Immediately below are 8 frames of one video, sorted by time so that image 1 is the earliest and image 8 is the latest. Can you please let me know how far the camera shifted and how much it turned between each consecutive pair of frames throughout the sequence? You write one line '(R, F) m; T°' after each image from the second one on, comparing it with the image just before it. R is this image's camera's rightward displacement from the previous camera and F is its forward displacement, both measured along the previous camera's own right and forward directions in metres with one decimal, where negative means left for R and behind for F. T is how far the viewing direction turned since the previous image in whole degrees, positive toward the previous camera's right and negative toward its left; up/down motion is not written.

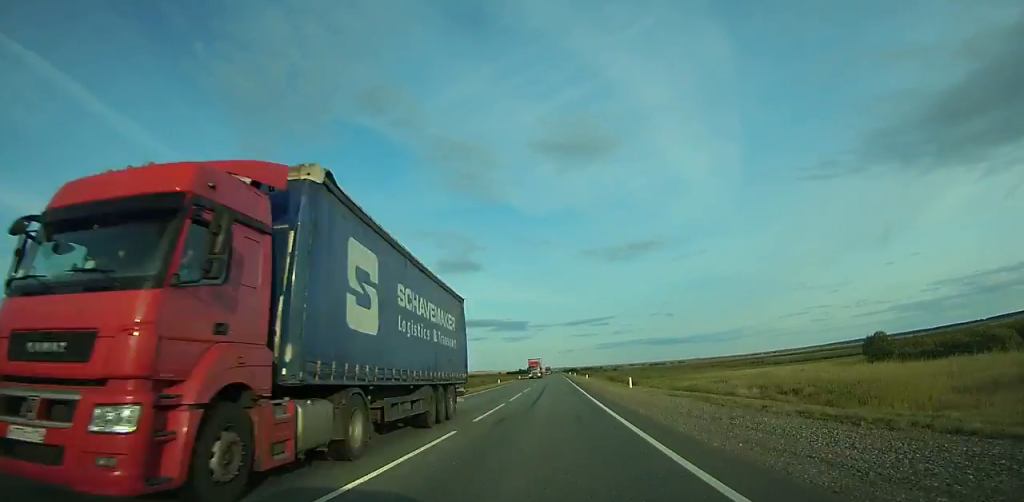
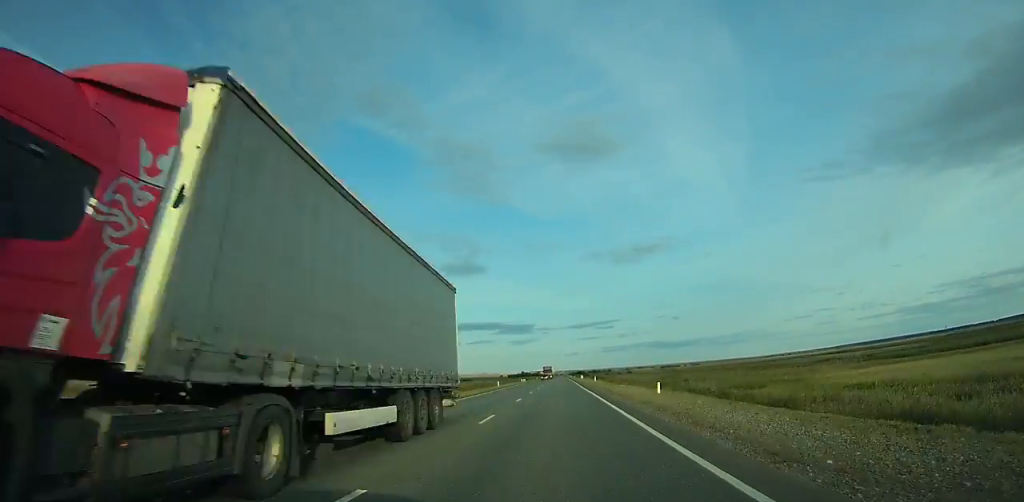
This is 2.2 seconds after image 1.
(0.0, +66.6) m; 0°
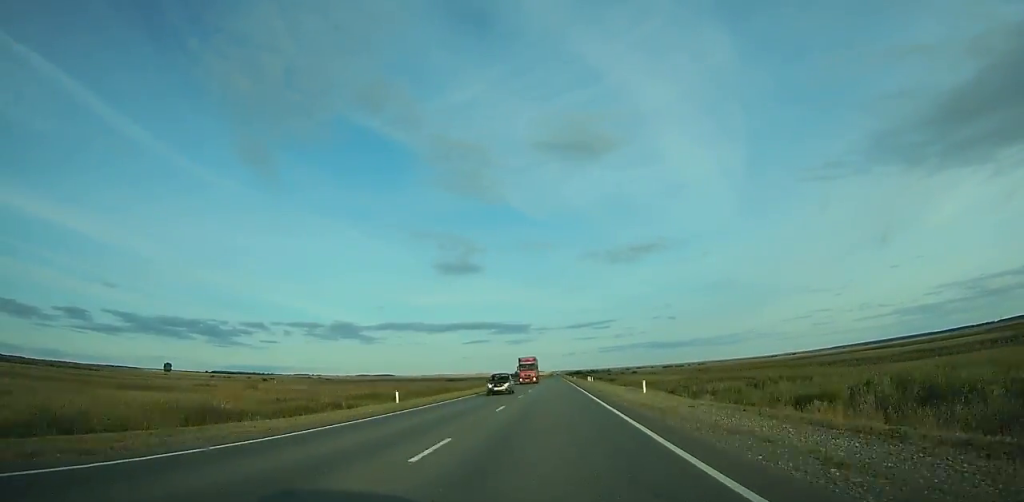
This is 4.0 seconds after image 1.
(0.0, +54.6) m; 0°
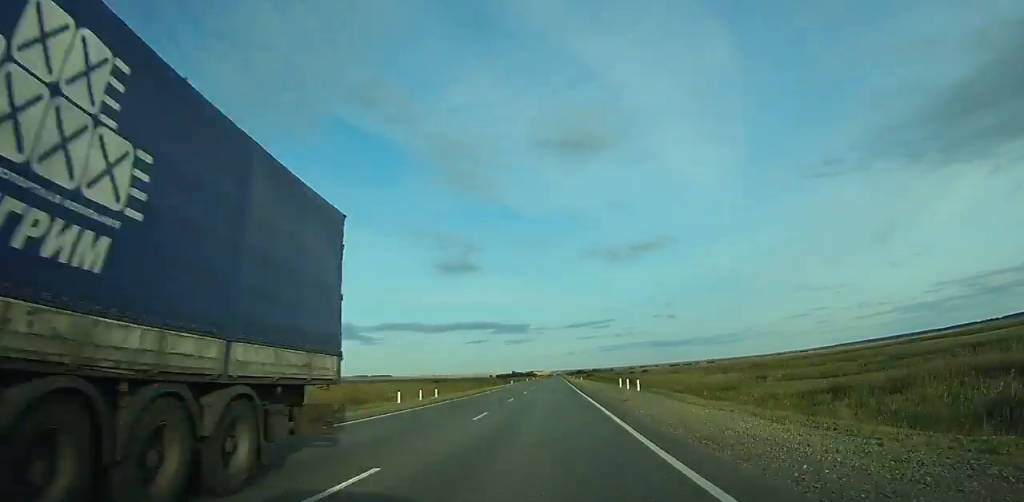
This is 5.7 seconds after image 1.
(-0.1, +51.6) m; 0°
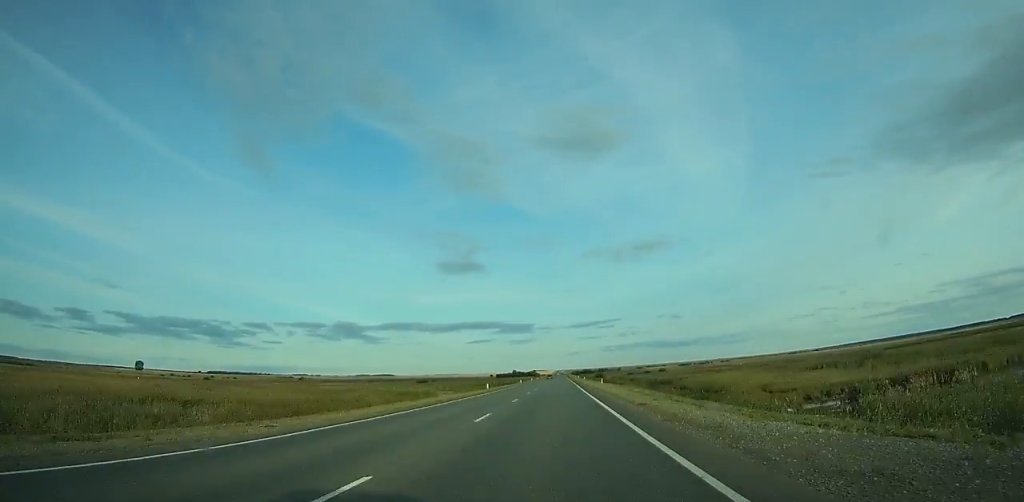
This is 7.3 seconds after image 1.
(0.0, +48.6) m; 0°
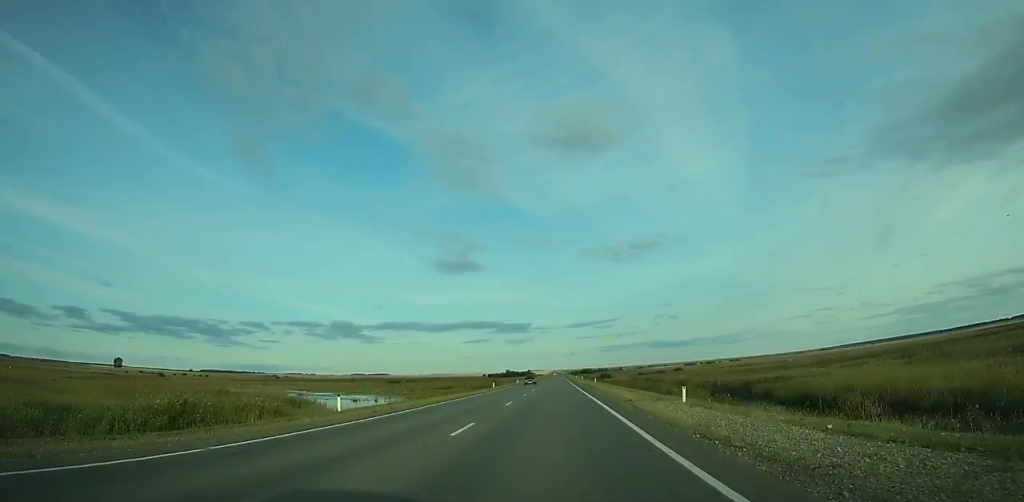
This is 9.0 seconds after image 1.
(0.0, +51.6) m; 0°
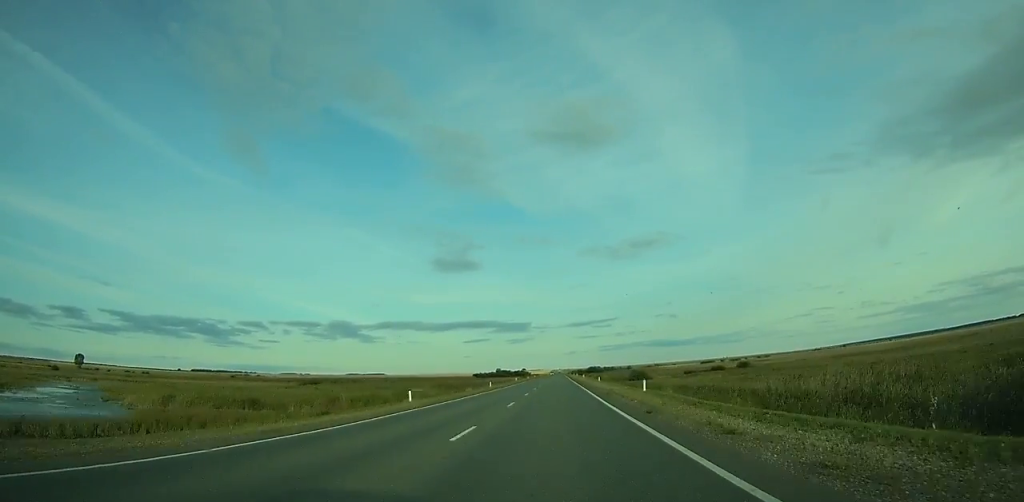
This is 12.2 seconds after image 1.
(-0.1, +97.2) m; 0°
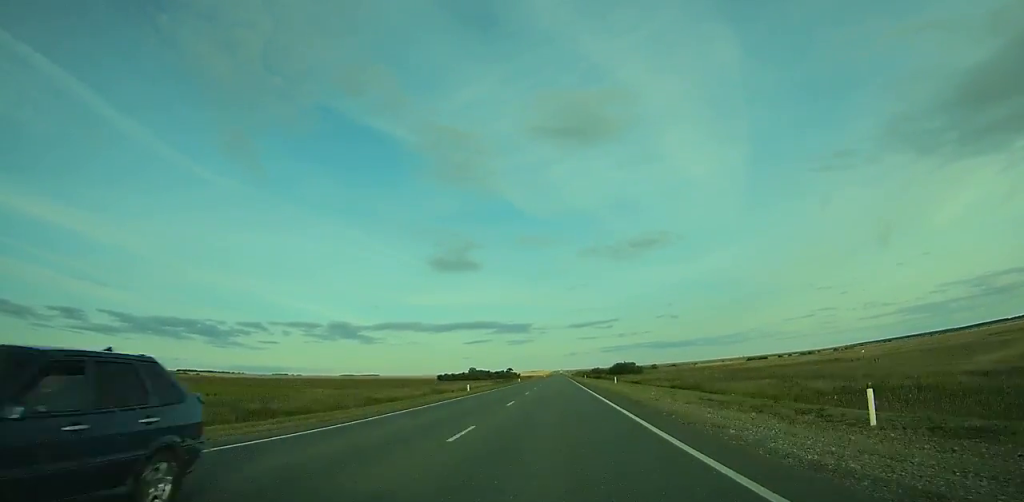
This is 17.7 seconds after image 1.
(-0.1, +167.2) m; 0°
